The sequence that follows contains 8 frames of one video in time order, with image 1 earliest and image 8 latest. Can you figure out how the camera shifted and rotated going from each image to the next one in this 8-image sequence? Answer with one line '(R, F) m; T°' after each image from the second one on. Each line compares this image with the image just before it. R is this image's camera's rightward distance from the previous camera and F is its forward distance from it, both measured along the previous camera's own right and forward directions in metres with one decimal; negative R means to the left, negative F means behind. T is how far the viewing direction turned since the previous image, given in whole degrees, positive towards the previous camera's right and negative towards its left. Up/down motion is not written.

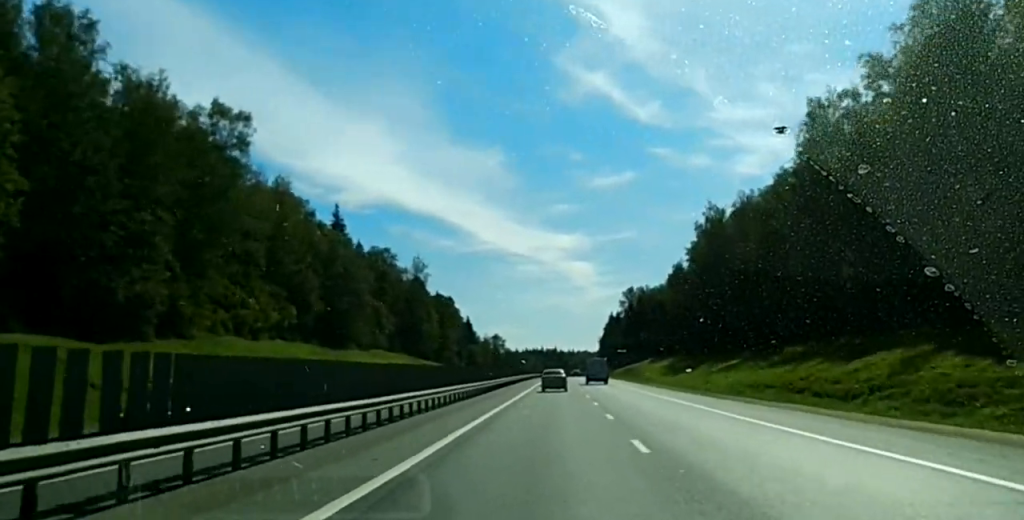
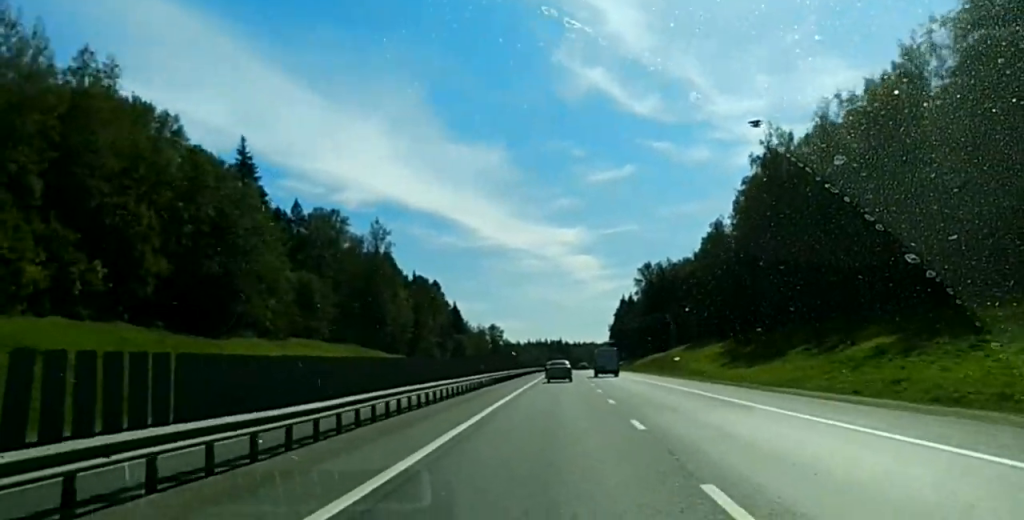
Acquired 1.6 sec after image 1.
(+0.2, +54.6) m; 0°
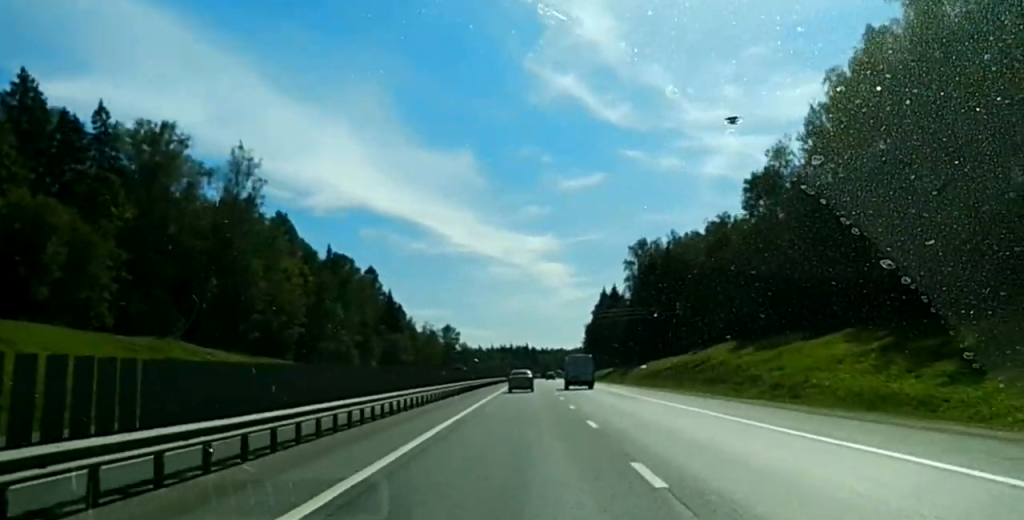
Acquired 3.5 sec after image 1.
(+0.3, +66.0) m; -1°
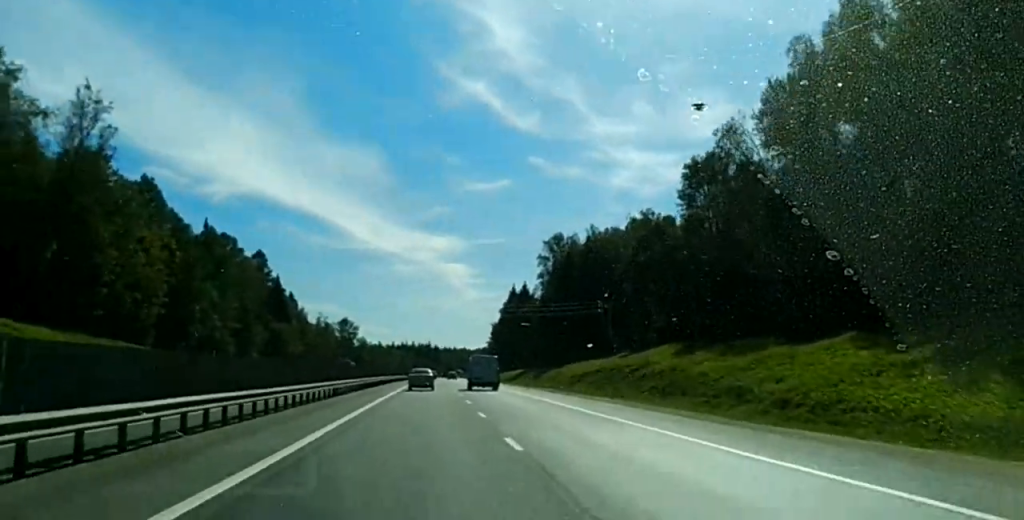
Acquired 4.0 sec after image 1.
(-0.4, +18.0) m; -1°
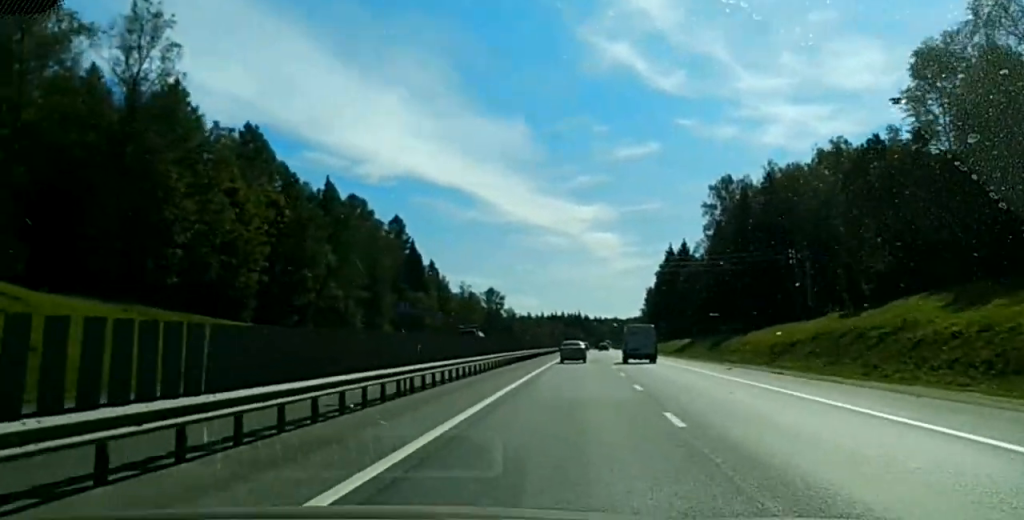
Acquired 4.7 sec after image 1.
(-0.2, +23.6) m; 0°
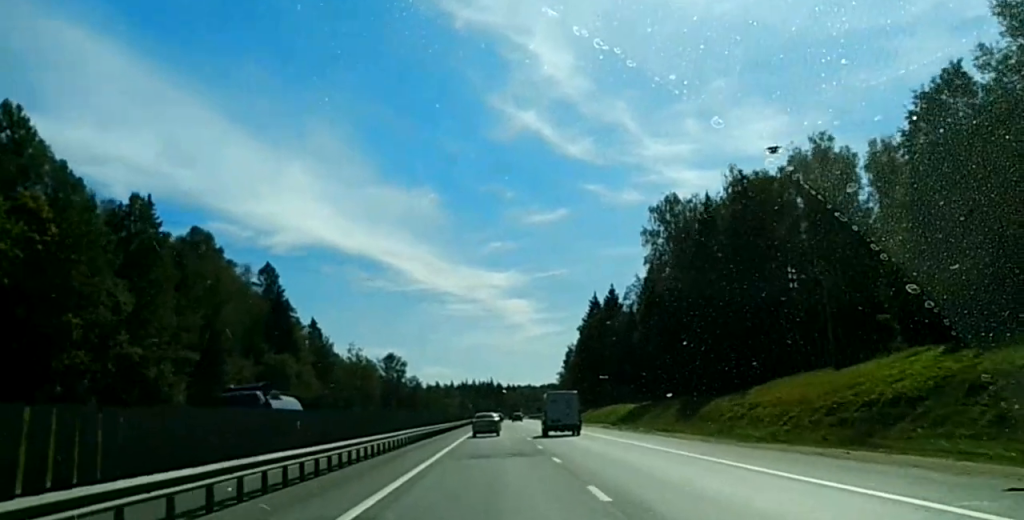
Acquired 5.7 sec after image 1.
(+0.1, +35.0) m; +1°
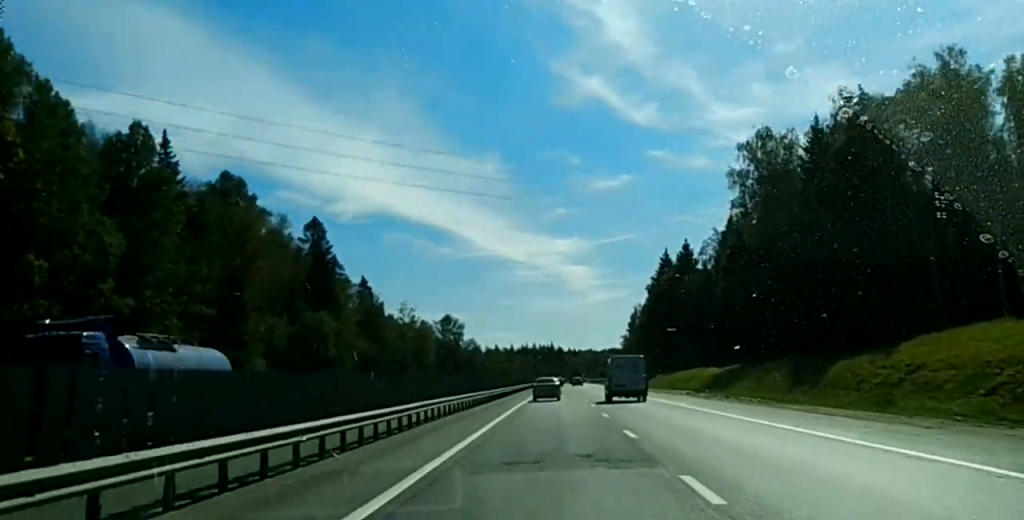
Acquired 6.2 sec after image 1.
(0.0, +16.9) m; 0°
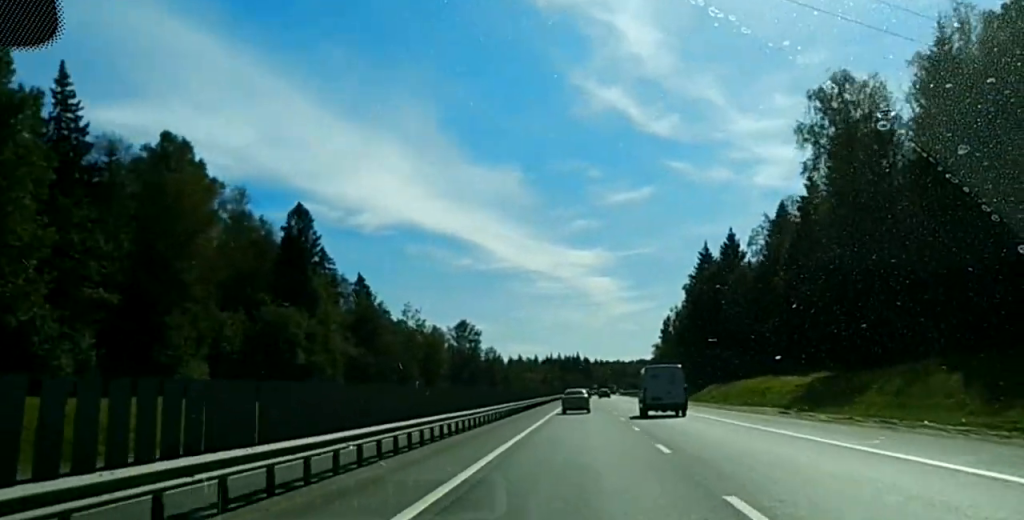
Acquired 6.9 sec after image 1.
(+0.2, +23.9) m; 0°
